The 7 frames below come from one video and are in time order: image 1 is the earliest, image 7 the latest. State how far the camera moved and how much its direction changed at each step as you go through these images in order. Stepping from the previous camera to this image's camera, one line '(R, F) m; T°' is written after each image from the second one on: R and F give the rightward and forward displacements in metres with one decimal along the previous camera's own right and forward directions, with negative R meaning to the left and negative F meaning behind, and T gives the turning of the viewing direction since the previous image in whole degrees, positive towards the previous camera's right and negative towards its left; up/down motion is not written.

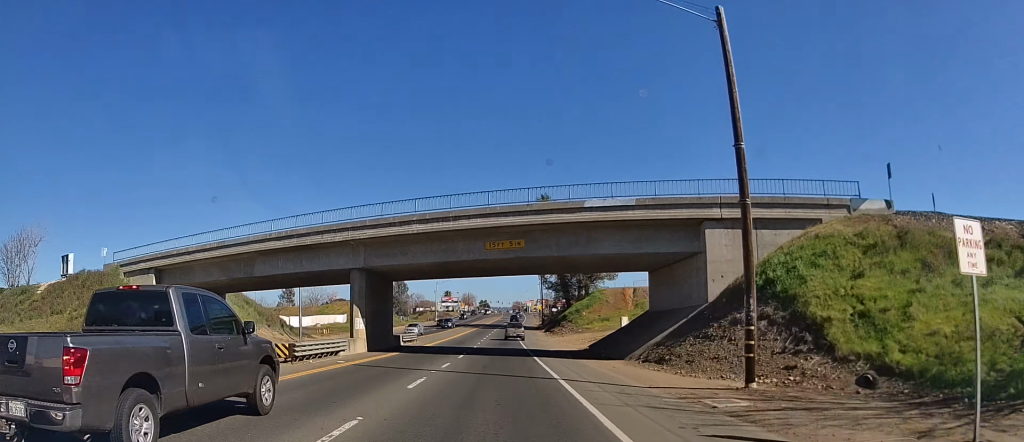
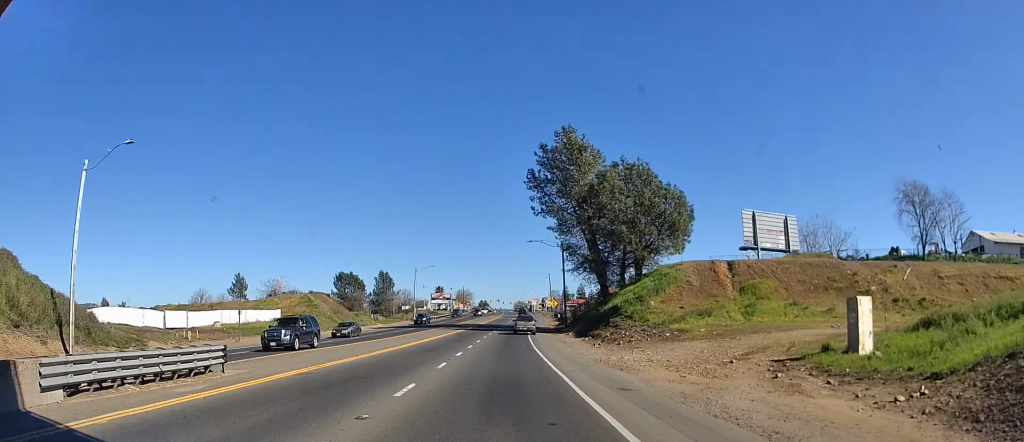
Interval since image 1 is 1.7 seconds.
(-0.3, +38.3) m; +1°
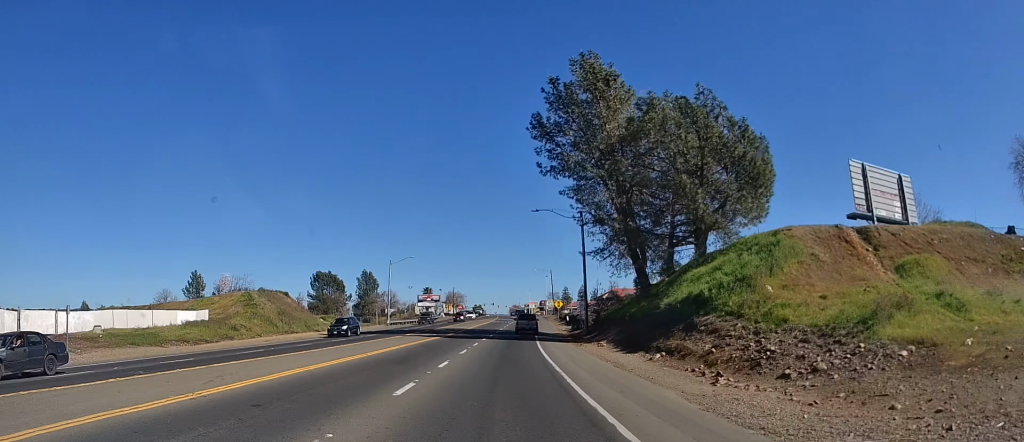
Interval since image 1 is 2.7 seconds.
(+0.3, +21.6) m; +1°
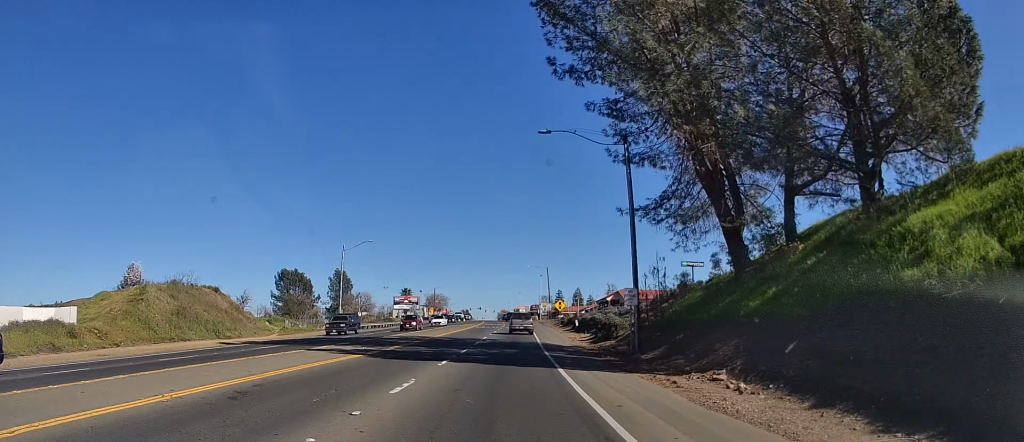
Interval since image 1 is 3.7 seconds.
(0.0, +22.6) m; 0°
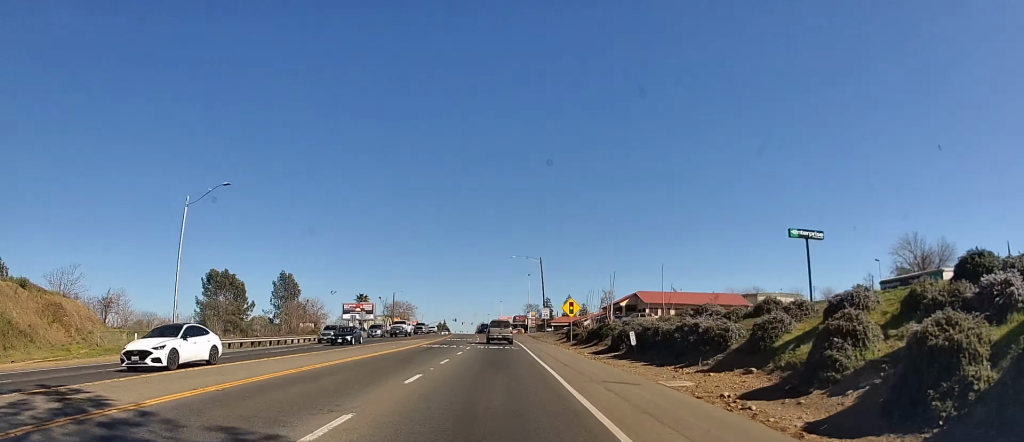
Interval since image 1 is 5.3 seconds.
(+0.1, +36.1) m; +1°
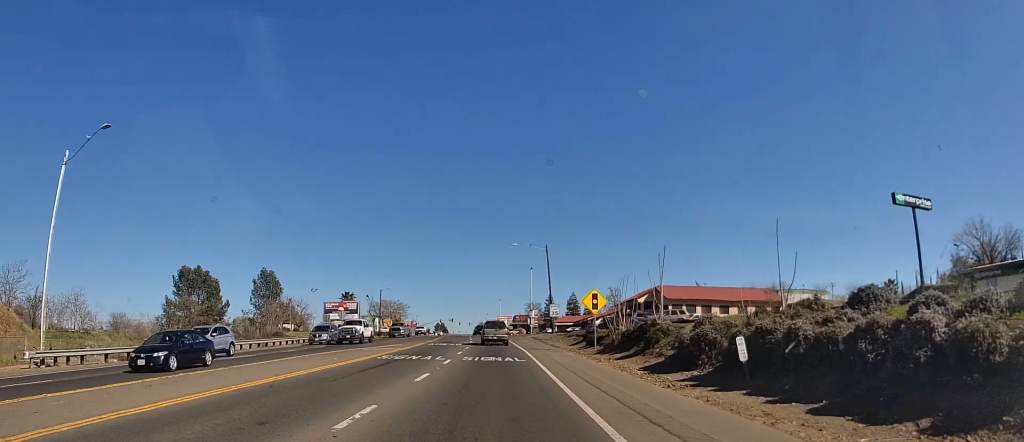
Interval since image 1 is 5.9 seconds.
(+0.1, +13.9) m; 0°
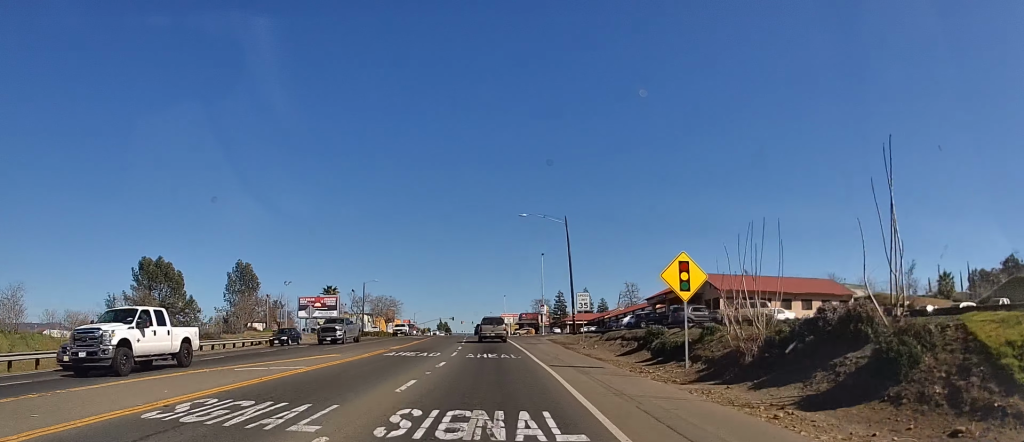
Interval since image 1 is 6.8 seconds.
(+0.1, +18.7) m; +1°
